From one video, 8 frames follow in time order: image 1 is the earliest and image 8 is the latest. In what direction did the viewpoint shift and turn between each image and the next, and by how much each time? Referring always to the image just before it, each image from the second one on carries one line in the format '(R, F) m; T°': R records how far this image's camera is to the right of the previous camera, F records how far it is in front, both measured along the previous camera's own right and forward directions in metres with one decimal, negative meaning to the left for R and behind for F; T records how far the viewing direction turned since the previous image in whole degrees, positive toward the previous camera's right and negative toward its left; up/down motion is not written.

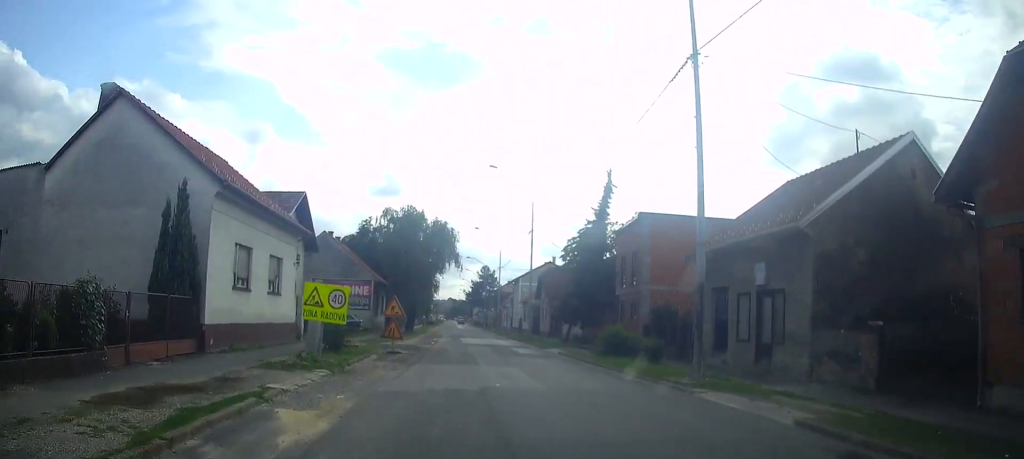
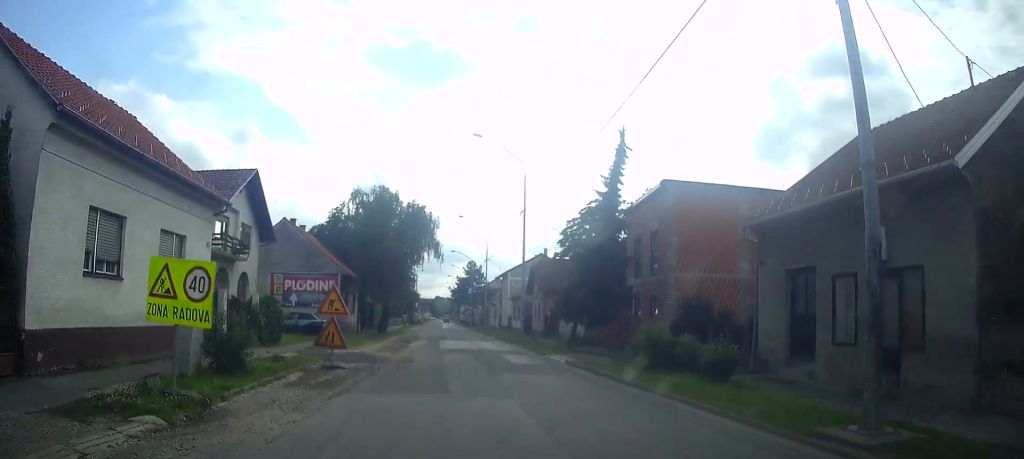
(-0.2, +8.1) m; -2°
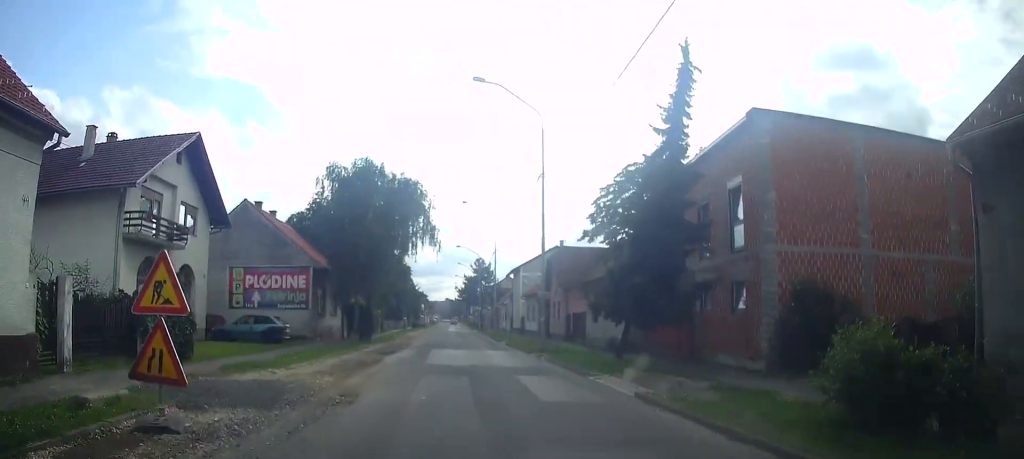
(-0.2, +9.7) m; -3°
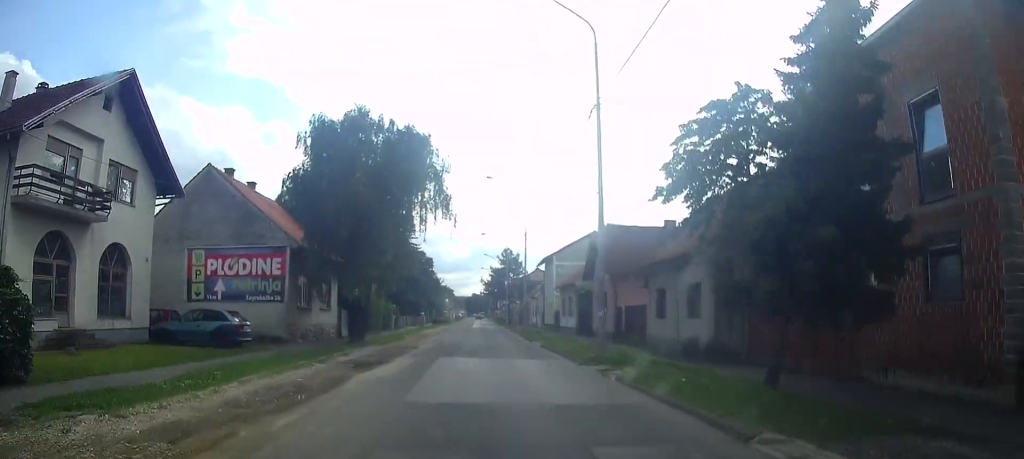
(-0.3, +8.8) m; -1°
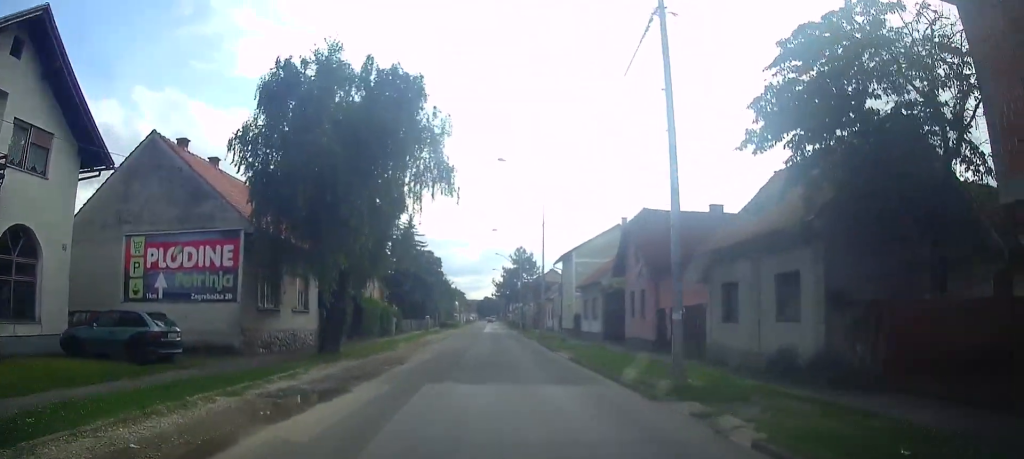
(-0.2, +6.5) m; +1°
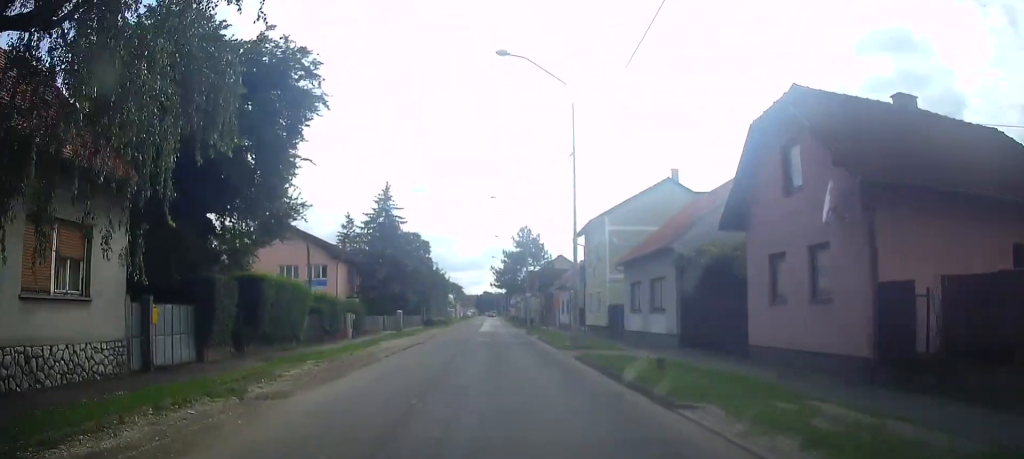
(+0.3, +16.8) m; 0°
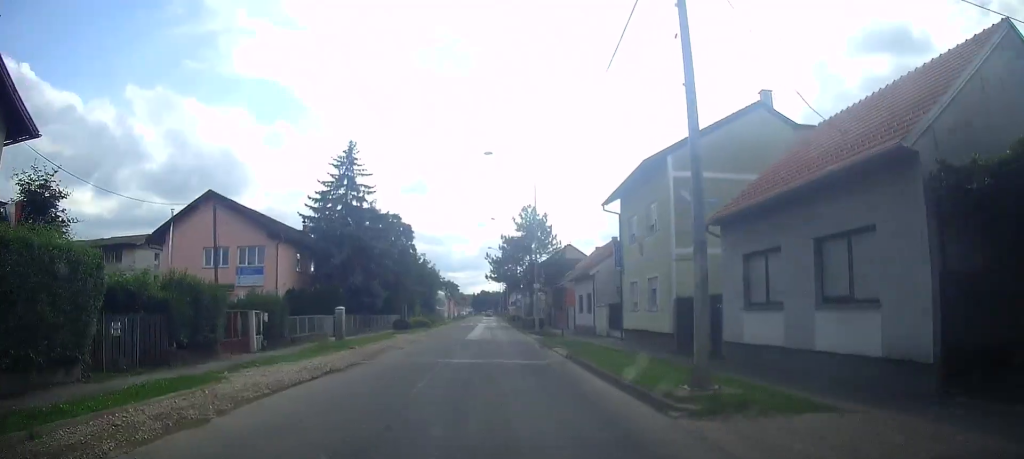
(0.0, +14.8) m; 0°
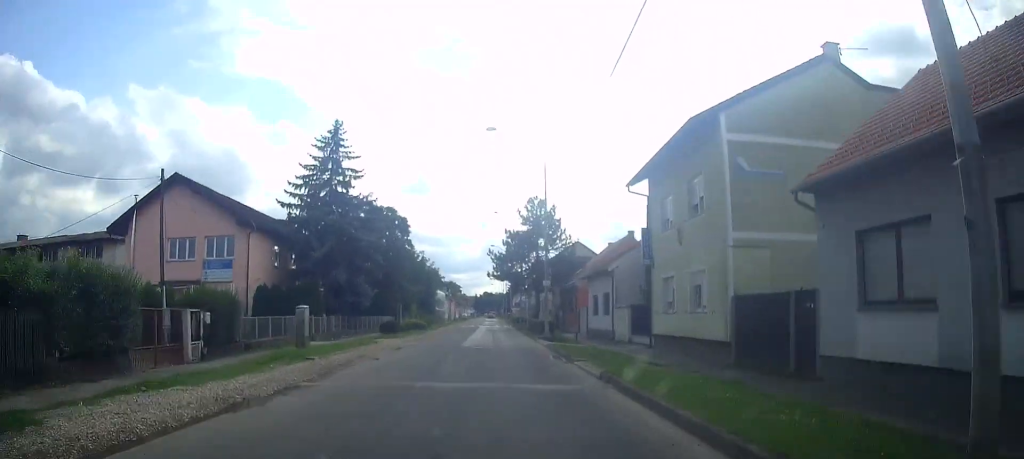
(0.0, +5.5) m; 0°
